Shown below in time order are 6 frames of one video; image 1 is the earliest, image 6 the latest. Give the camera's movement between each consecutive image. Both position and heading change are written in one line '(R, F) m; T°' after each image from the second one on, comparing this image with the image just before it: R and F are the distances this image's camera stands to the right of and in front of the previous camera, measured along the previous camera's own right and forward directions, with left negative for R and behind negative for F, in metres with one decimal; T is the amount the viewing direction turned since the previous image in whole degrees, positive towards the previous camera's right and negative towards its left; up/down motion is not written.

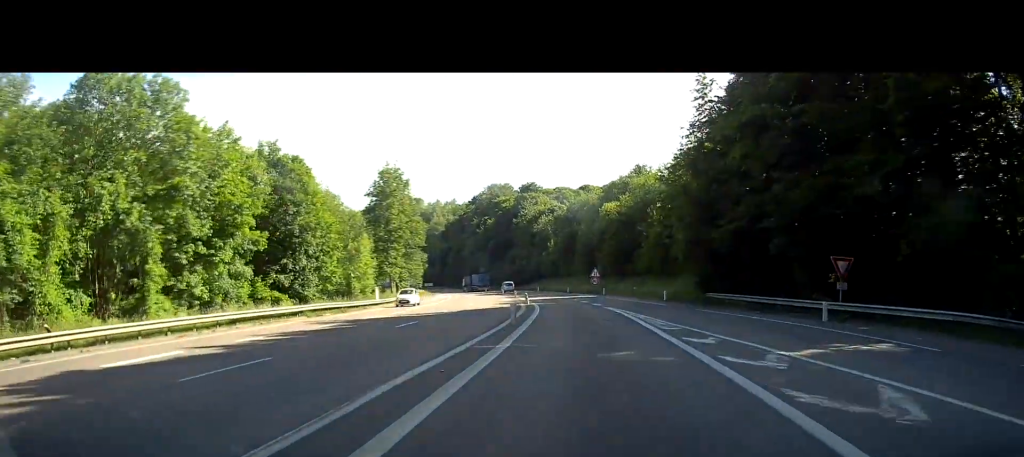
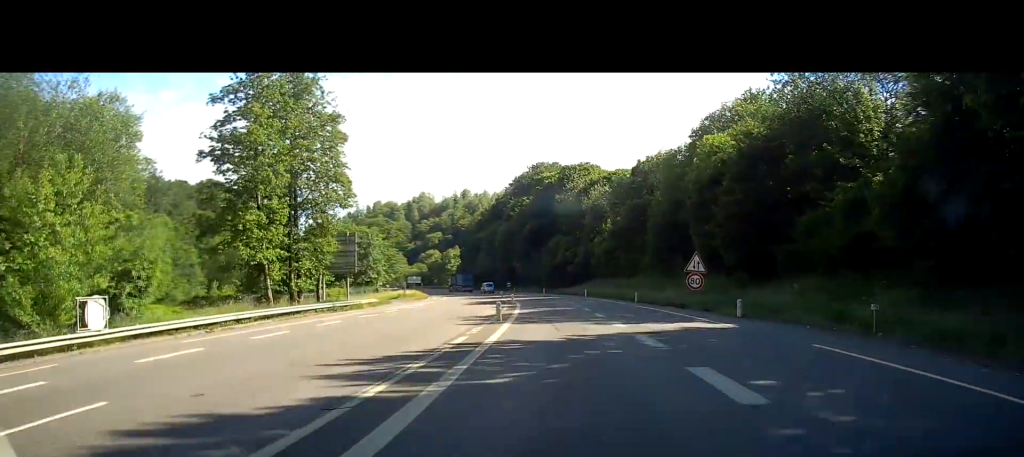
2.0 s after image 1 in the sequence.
(-2.3, +43.9) m; -6°
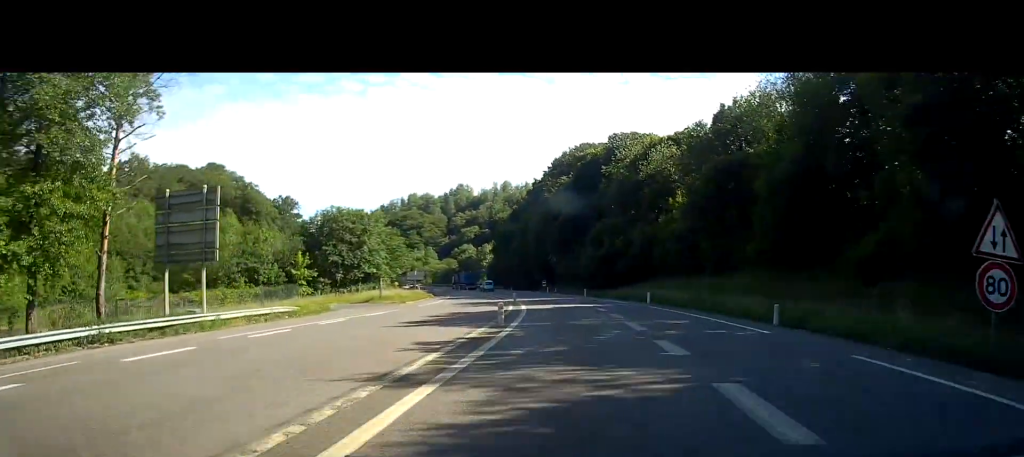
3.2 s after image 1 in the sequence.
(-0.5, +27.6) m; -4°
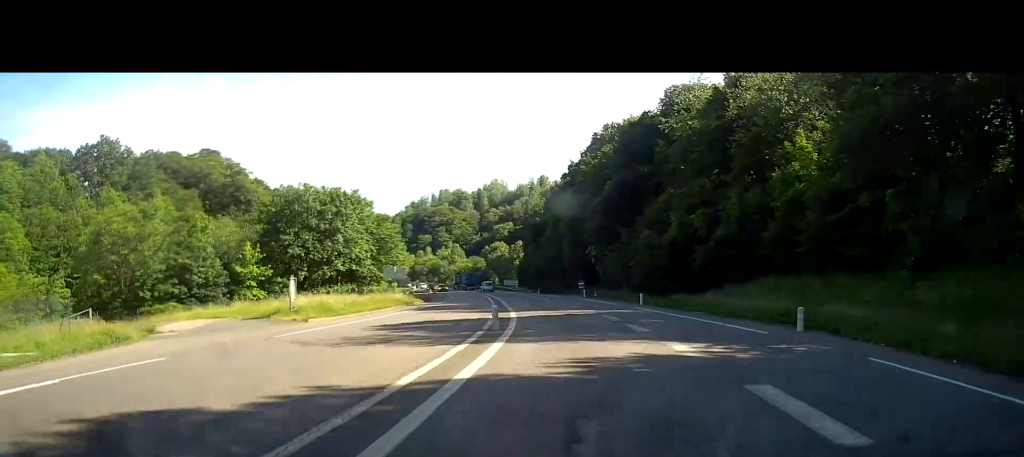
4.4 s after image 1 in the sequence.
(-1.4, +26.5) m; -5°
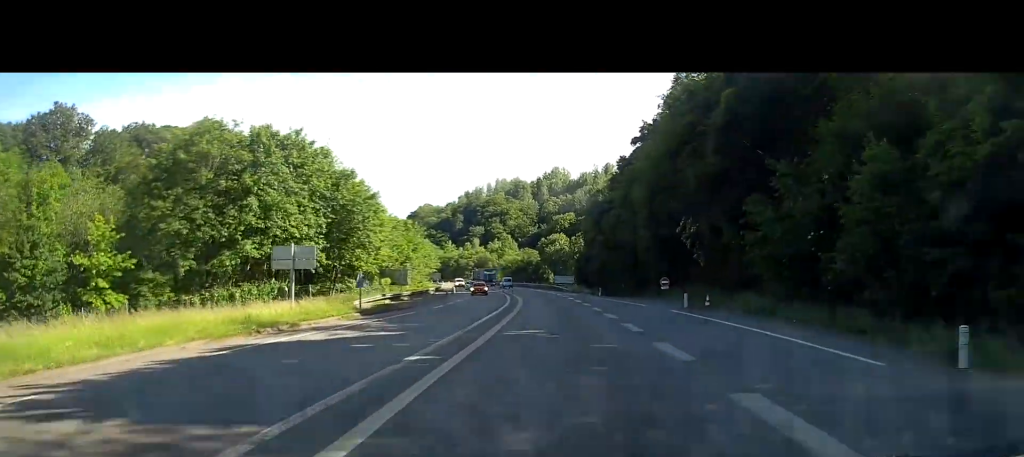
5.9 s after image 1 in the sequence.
(-1.4, +33.4) m; -5°
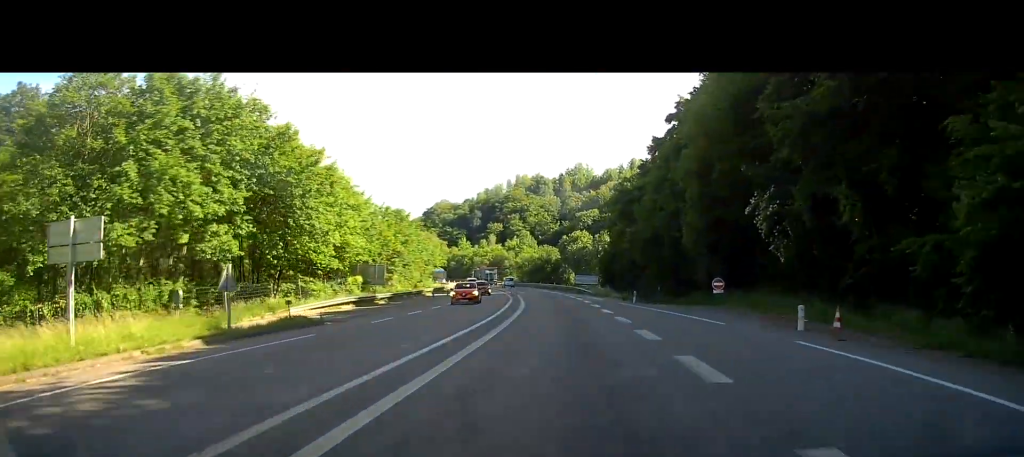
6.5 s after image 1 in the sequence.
(-0.3, +15.1) m; -2°
